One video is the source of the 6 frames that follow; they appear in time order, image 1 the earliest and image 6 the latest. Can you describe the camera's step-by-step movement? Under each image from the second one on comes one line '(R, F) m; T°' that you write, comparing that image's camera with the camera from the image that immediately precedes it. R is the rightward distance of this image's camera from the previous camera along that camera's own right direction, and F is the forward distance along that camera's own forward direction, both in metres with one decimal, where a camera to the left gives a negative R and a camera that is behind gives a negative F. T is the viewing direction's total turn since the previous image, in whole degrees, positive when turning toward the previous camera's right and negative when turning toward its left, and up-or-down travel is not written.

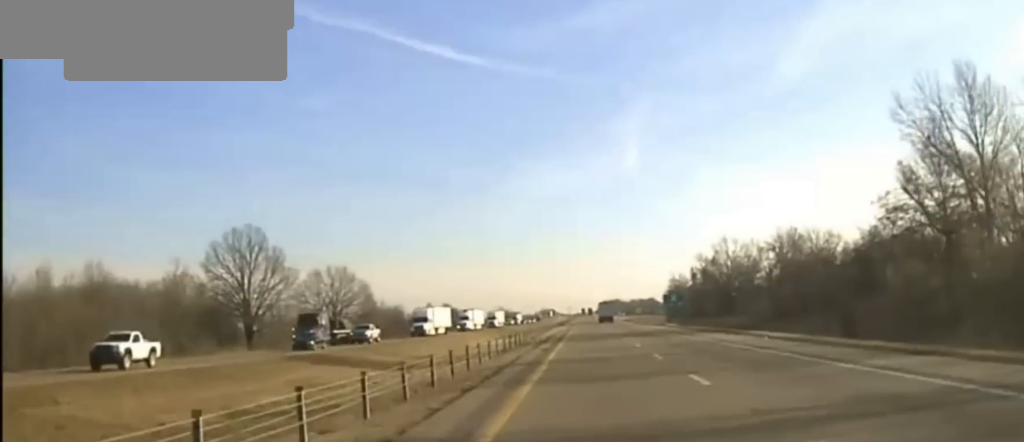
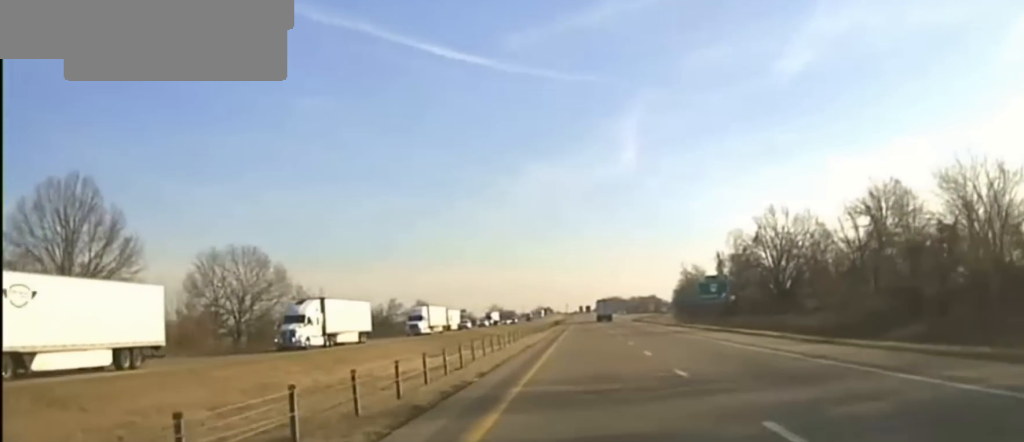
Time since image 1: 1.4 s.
(+0.1, +55.0) m; 0°
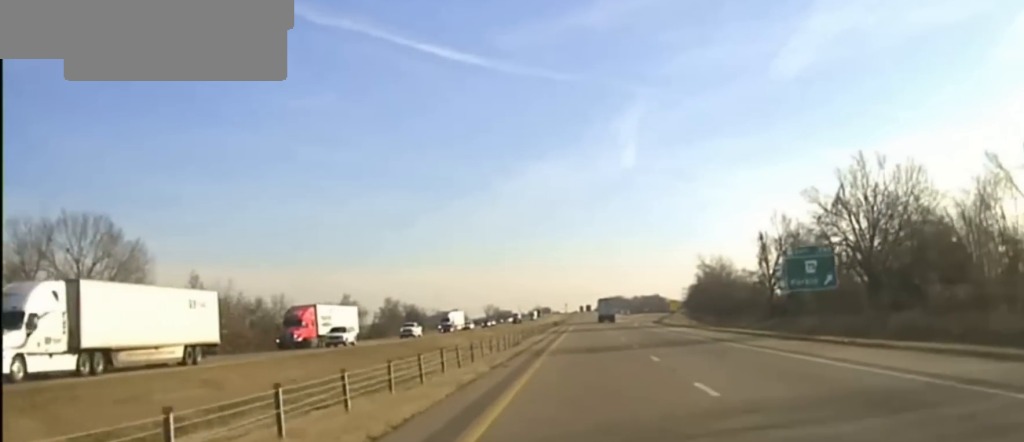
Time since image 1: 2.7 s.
(-0.2, +52.4) m; 0°
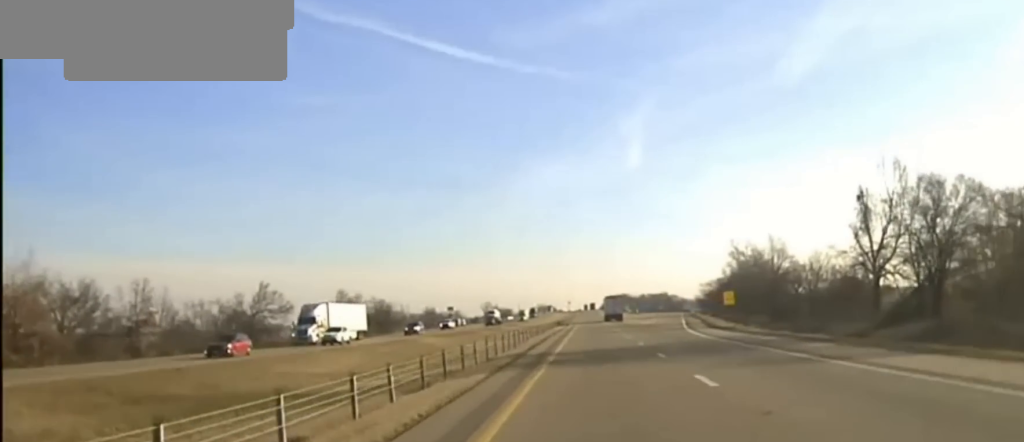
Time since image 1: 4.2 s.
(+0.1, +54.7) m; 0°
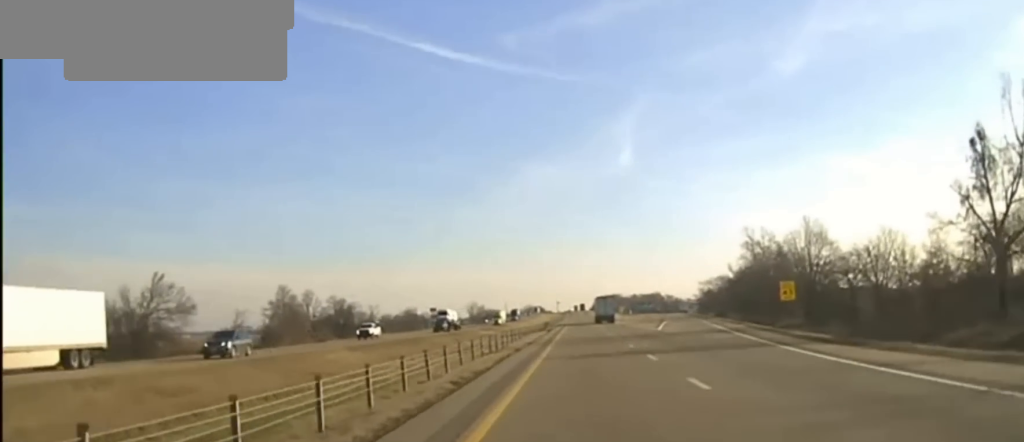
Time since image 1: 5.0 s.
(0.0, +30.0) m; 0°
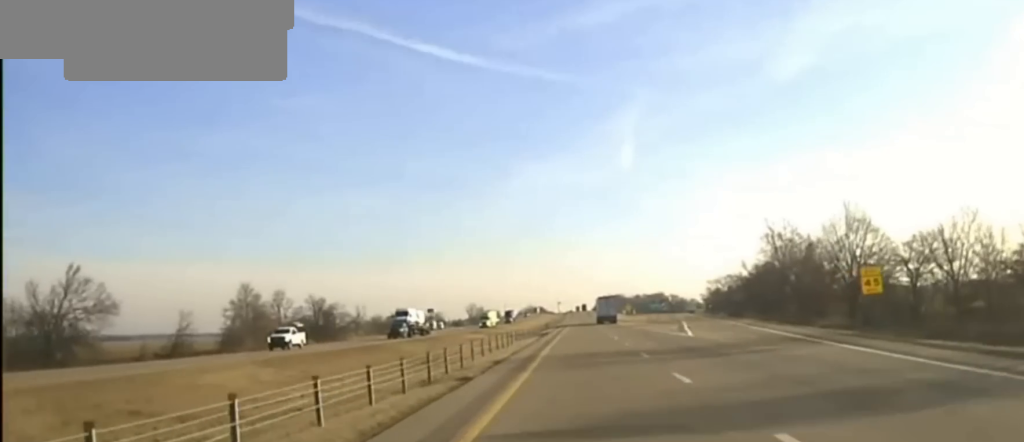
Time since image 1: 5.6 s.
(0.0, +18.4) m; 0°
